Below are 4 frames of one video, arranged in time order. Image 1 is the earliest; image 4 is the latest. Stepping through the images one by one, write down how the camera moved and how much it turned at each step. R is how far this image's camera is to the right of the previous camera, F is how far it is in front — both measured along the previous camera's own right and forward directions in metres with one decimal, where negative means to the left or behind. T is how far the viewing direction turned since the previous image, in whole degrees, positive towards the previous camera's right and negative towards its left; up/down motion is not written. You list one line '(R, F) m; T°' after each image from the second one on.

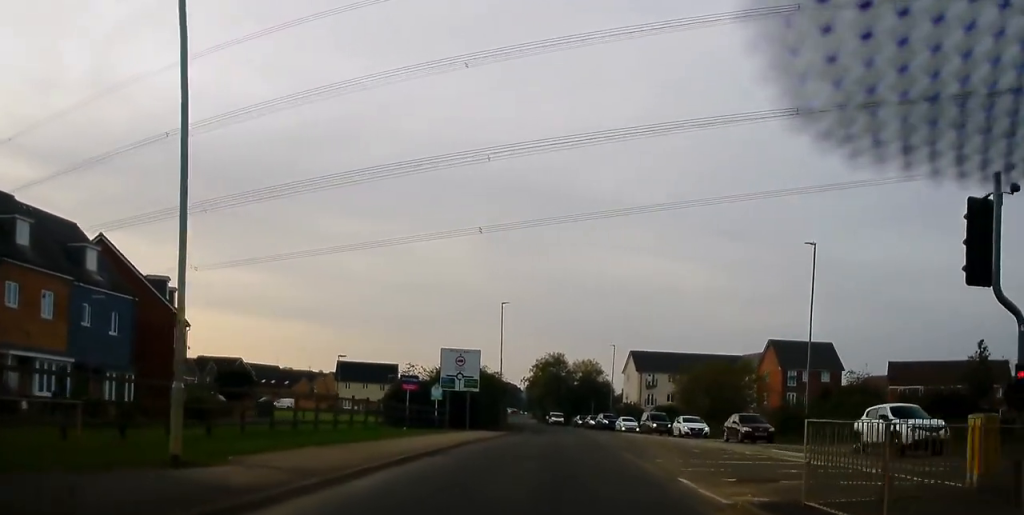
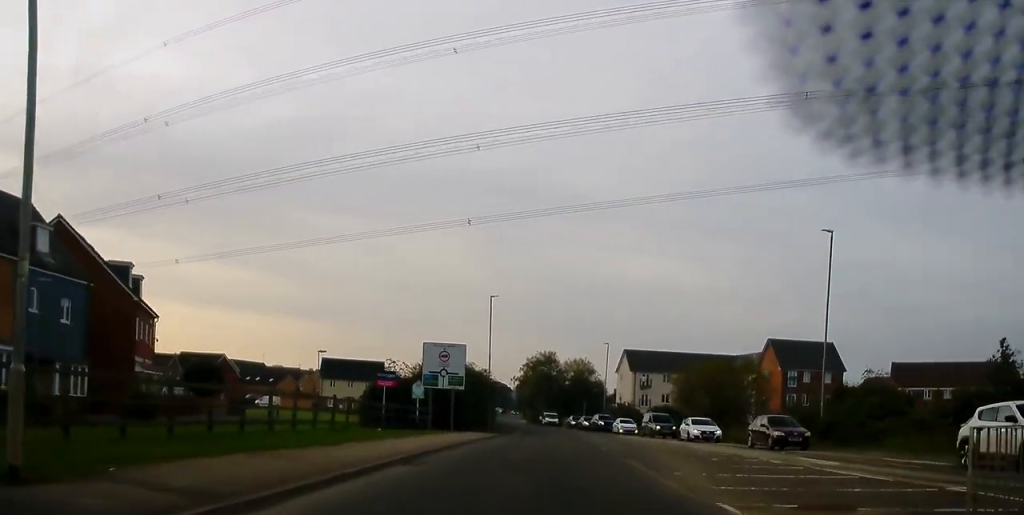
(0.0, +3.6) m; -1°
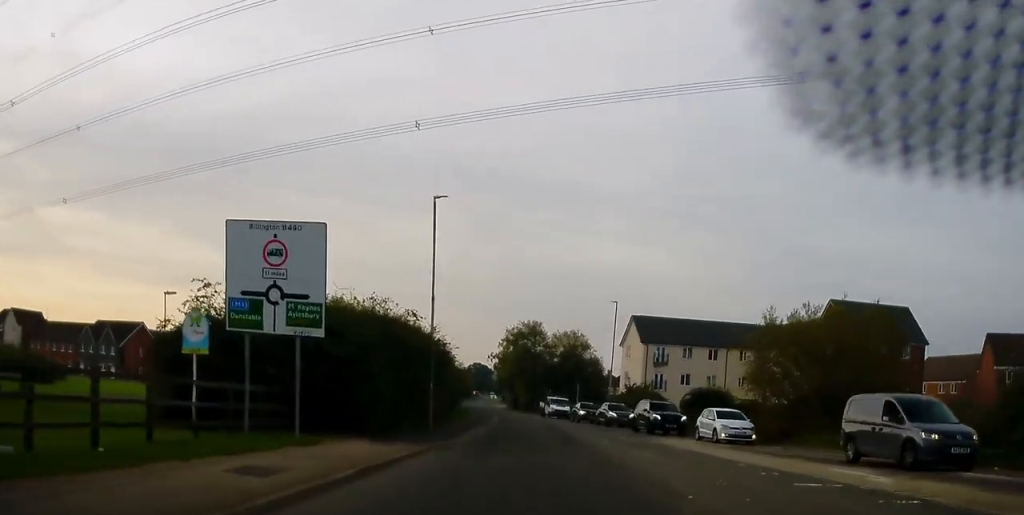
(+0.2, +24.2) m; +3°
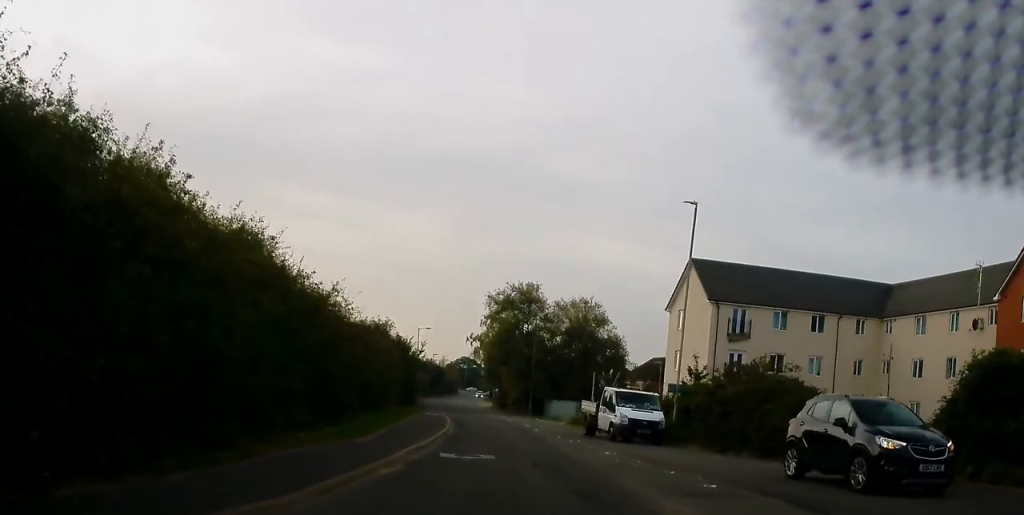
(0.0, +32.8) m; 0°
